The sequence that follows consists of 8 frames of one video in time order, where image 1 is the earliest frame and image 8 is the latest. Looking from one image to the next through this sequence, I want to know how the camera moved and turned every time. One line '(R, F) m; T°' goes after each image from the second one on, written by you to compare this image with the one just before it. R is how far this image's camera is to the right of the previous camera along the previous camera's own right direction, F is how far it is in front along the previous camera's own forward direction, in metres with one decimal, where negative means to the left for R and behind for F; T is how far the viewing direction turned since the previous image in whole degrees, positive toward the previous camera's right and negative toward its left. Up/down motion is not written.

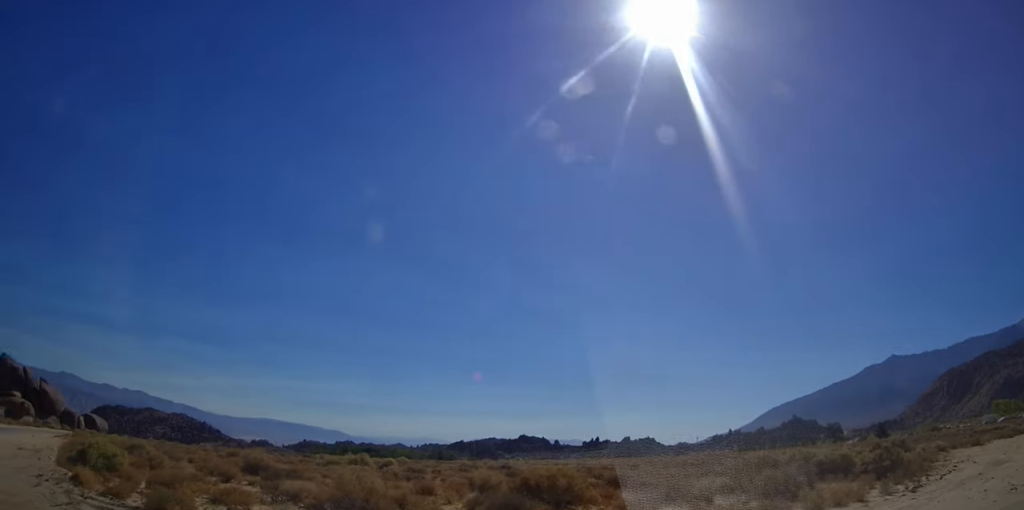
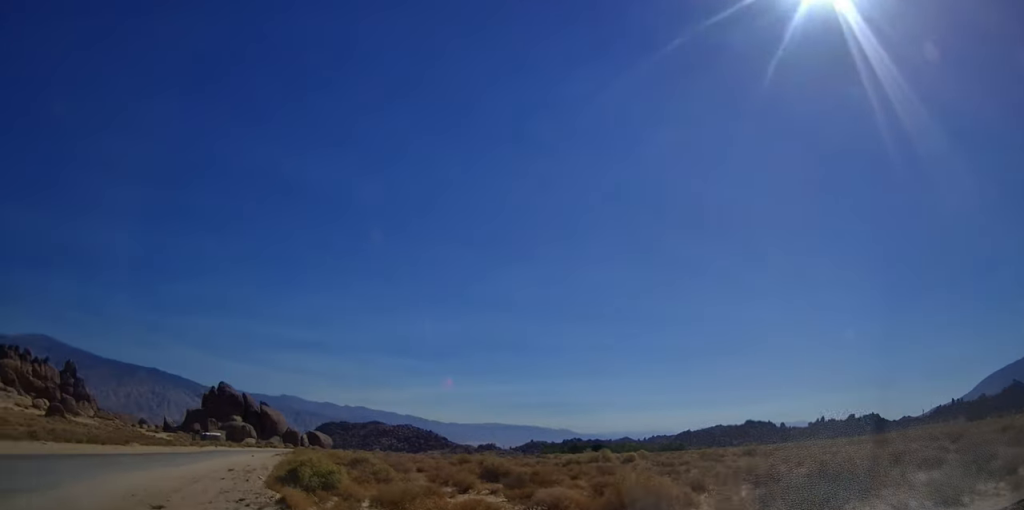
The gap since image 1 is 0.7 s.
(-0.2, +1.7) m; -10°
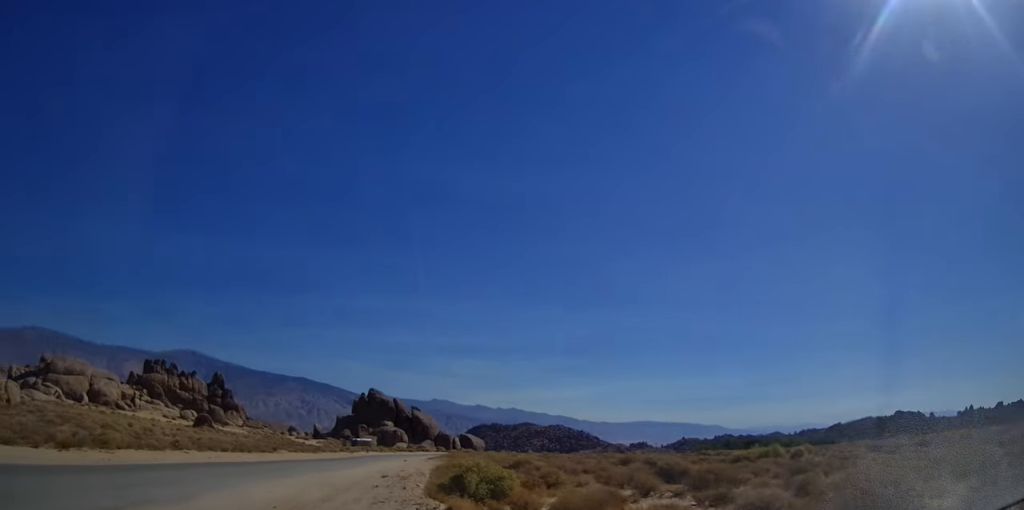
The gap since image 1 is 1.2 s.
(0.0, +1.3) m; -4°
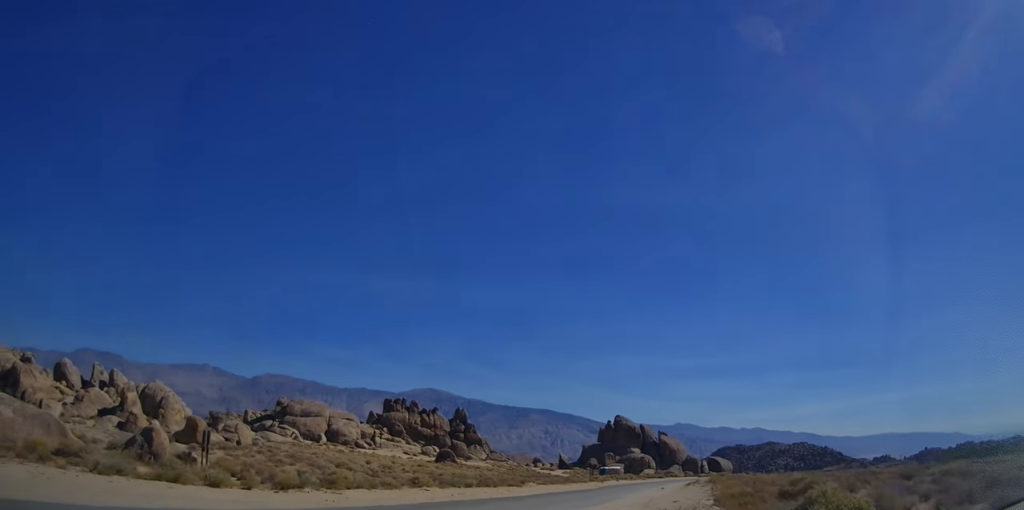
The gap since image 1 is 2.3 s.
(-0.3, +3.4) m; -16°
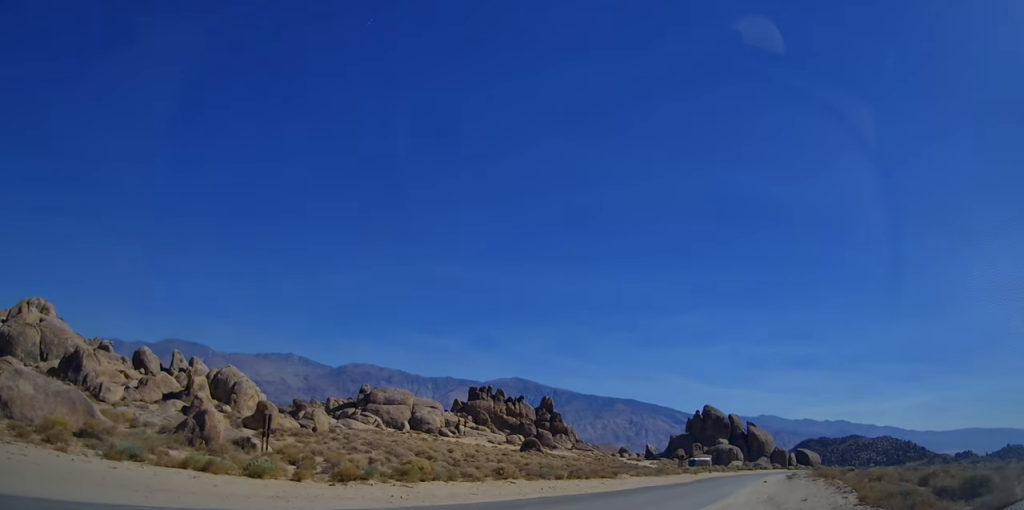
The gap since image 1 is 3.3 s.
(-0.6, +3.4) m; -20°
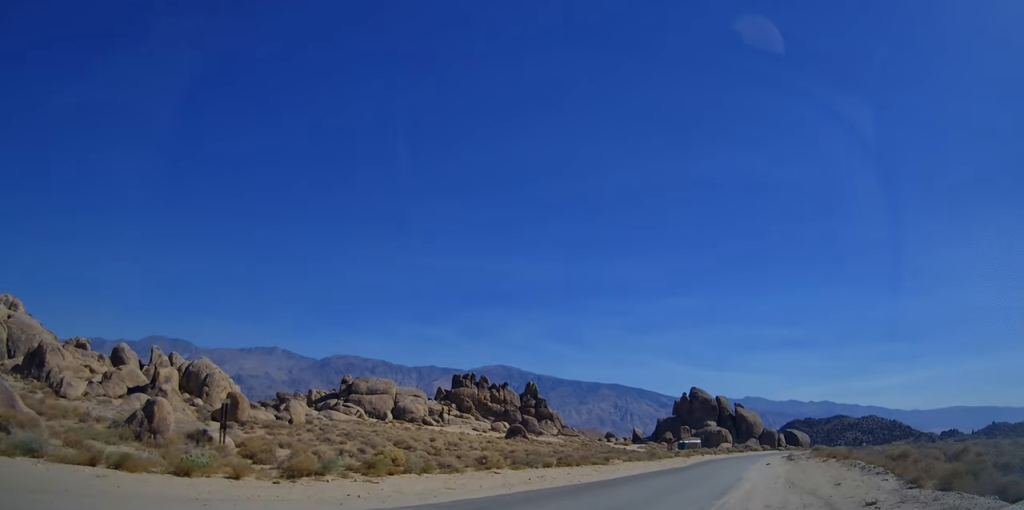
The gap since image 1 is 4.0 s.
(-0.3, +2.4) m; -5°
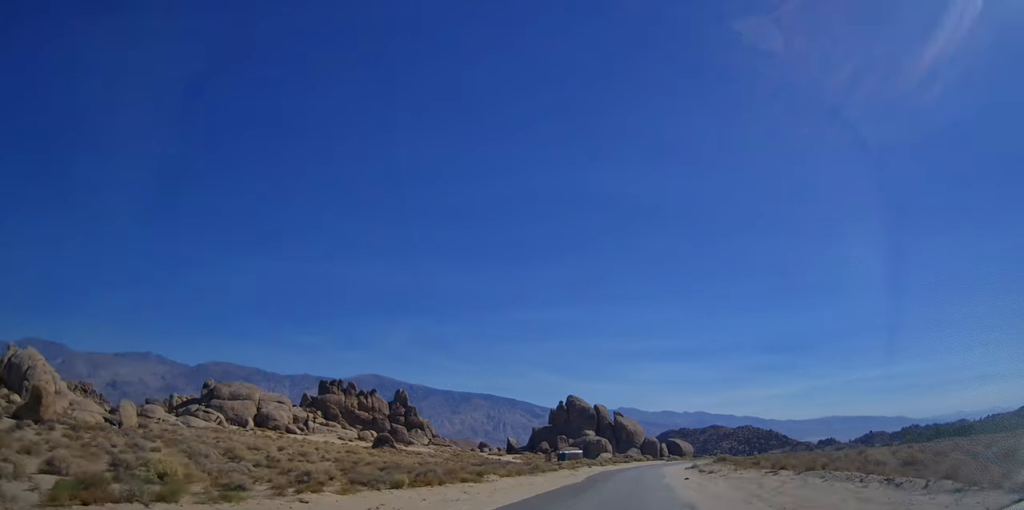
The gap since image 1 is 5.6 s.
(-0.2, +7.1) m; +2°
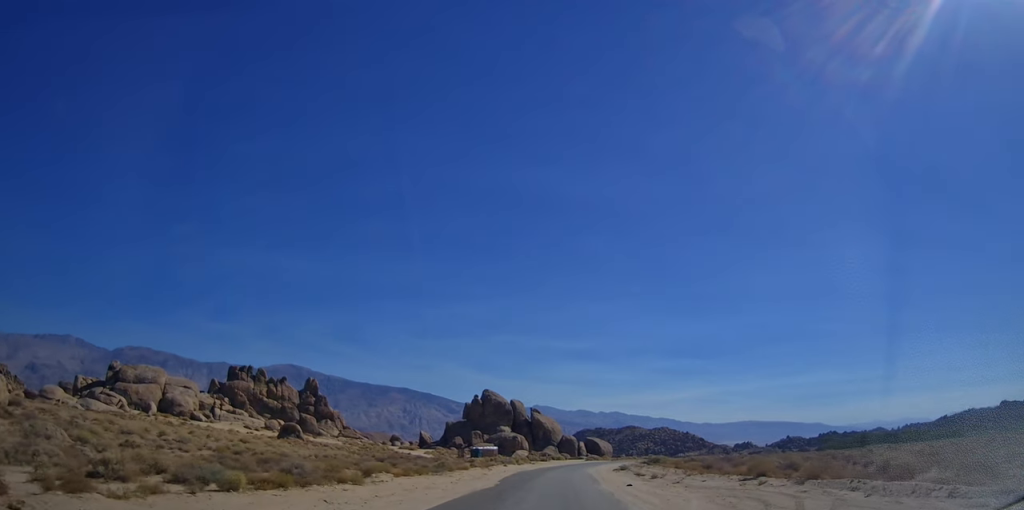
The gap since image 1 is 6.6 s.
(+0.2, +5.6) m; +8°
